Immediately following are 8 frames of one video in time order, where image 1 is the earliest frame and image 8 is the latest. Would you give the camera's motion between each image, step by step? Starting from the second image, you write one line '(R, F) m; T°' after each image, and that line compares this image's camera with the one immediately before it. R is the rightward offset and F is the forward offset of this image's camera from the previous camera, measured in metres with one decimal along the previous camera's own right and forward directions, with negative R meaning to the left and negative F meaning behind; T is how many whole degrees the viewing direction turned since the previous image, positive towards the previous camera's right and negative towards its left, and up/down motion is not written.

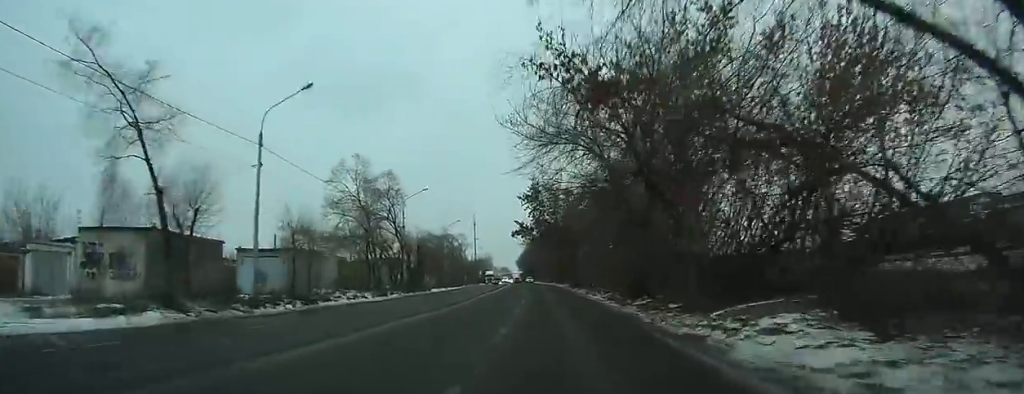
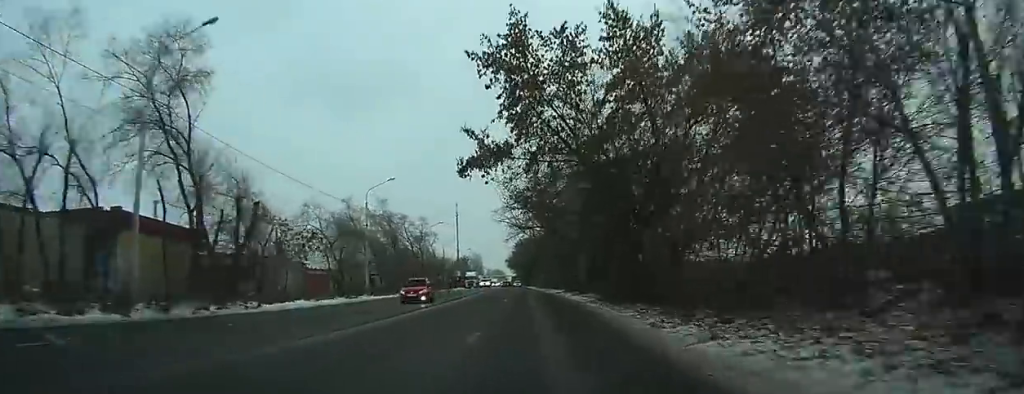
(+0.8, +39.7) m; +3°
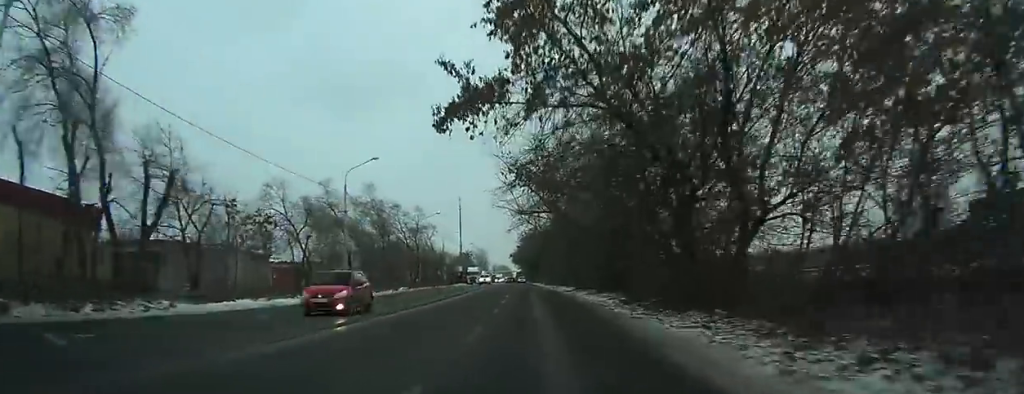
(+0.1, +7.4) m; 0°
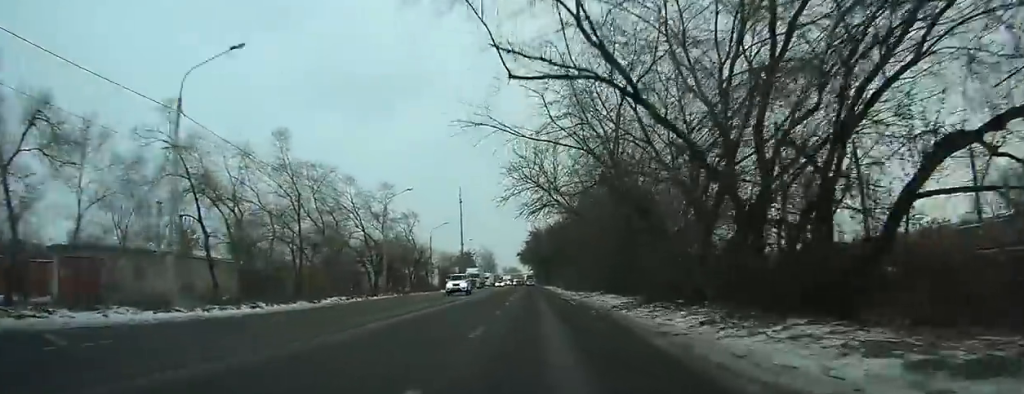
(-0.4, +23.4) m; -2°
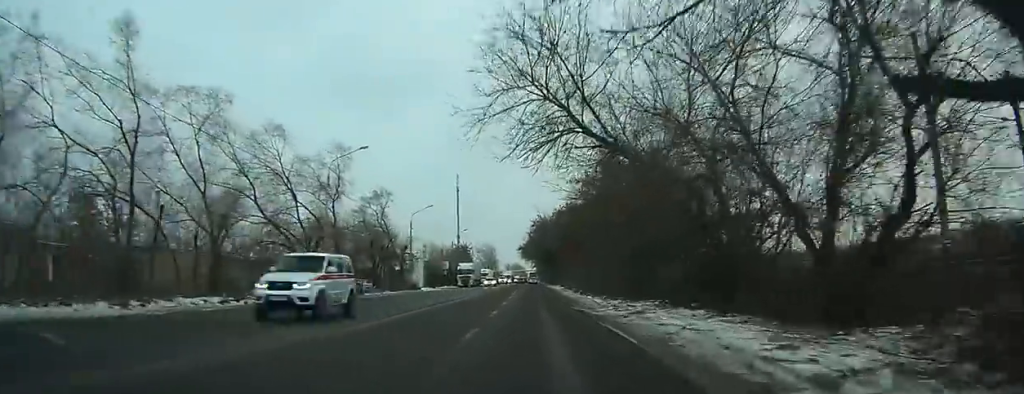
(-0.3, +16.3) m; -1°
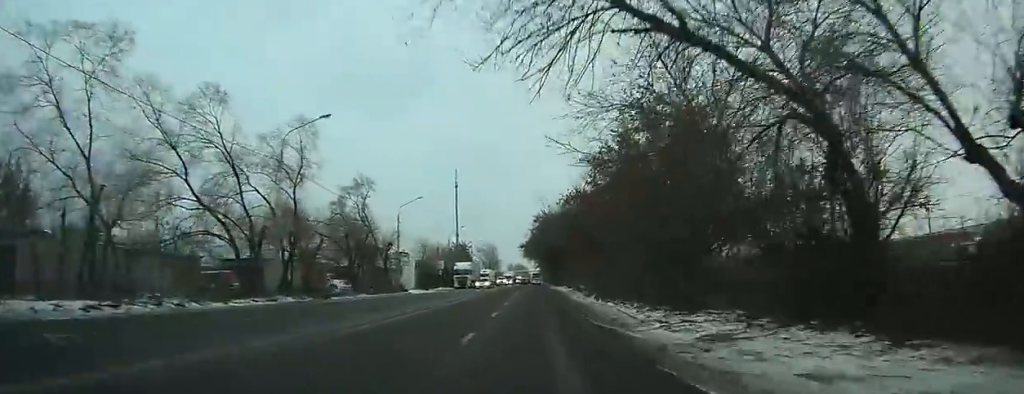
(0.0, +8.1) m; 0°
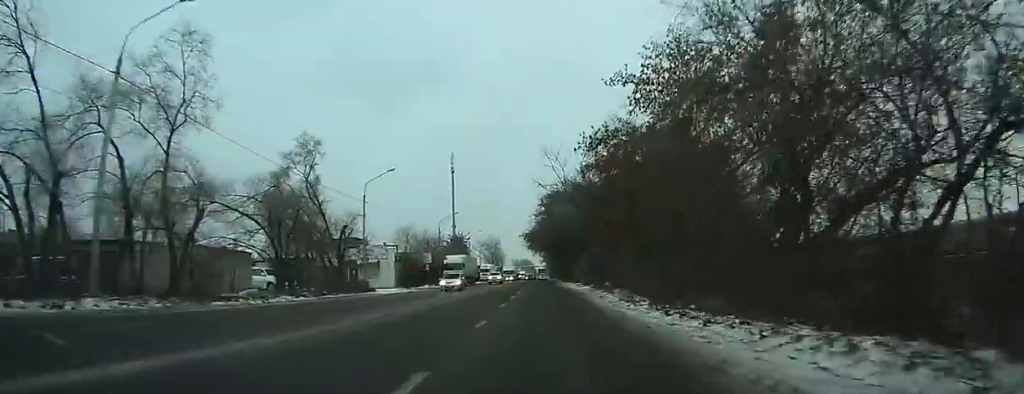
(-0.1, +14.4) m; 0°
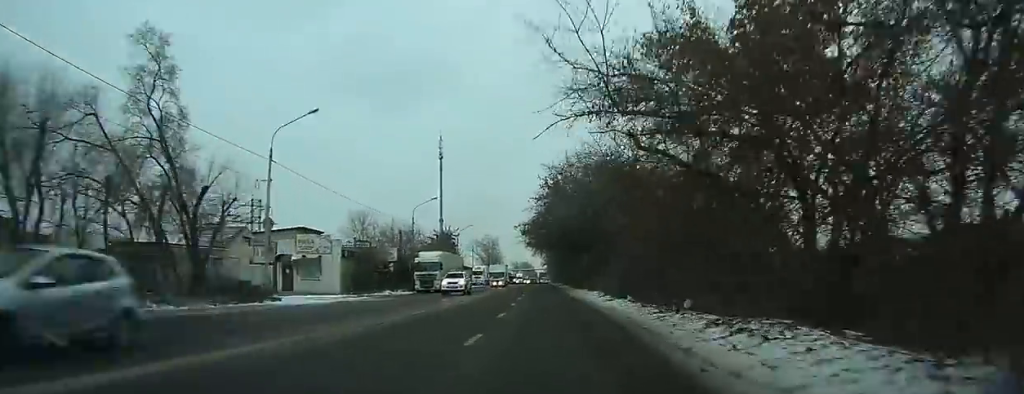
(0.0, +18.4) m; 0°
